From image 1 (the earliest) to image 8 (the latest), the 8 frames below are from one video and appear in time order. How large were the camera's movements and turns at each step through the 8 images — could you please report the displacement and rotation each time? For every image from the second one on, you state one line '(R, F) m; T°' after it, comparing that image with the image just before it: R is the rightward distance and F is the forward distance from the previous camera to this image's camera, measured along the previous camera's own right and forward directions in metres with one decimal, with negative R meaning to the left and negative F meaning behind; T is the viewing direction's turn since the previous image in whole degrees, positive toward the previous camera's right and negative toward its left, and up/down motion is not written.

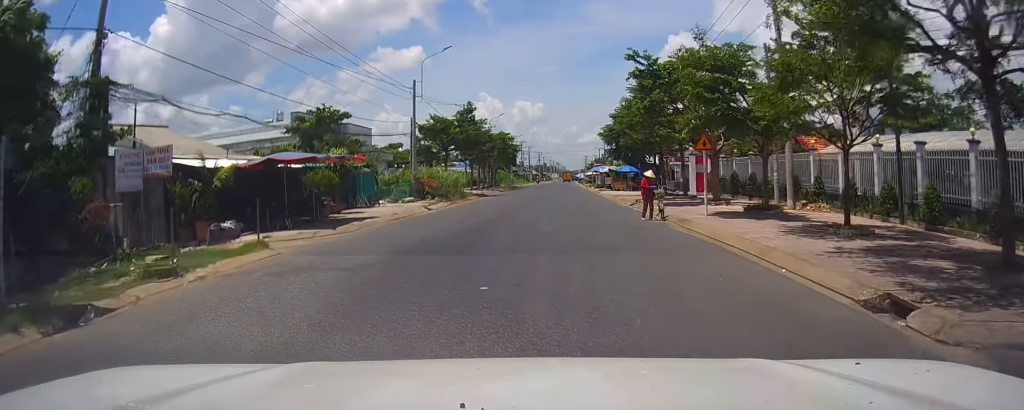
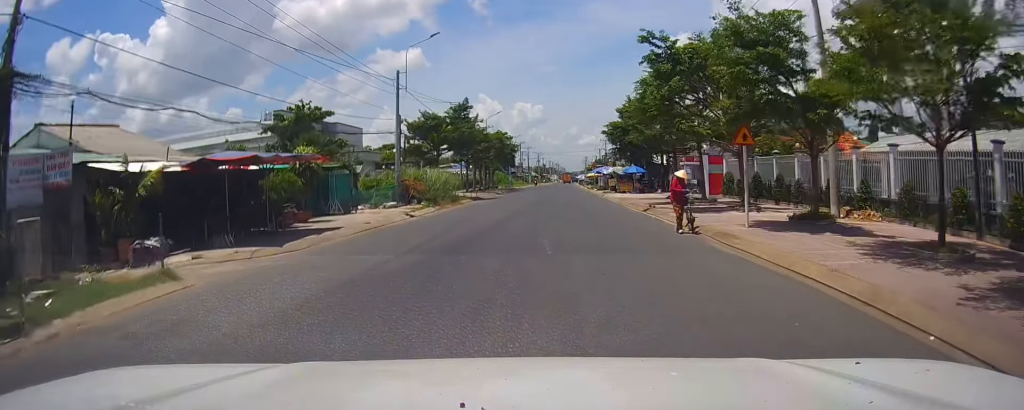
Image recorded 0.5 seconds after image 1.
(-0.1, +4.2) m; -1°
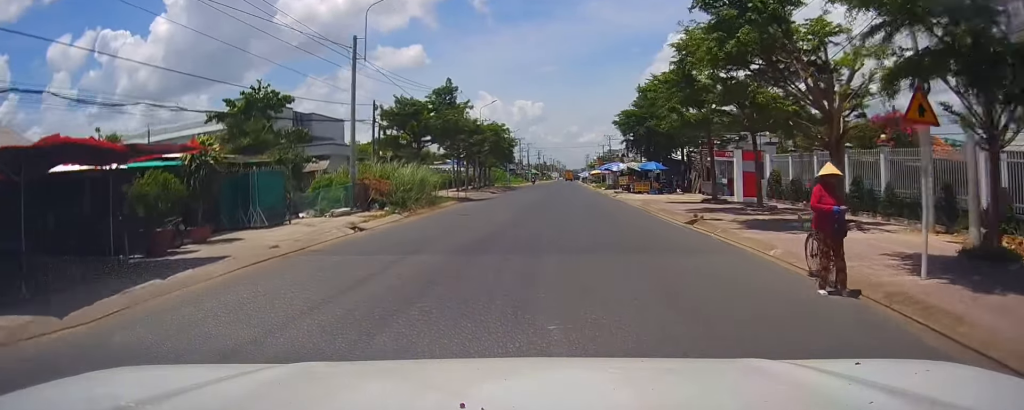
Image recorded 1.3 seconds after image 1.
(-0.3, +8.3) m; 0°
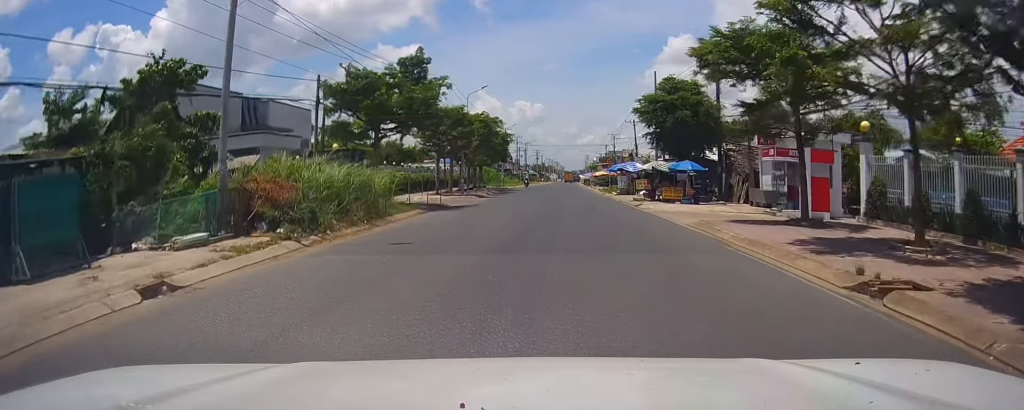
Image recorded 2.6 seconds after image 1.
(+0.2, +11.5) m; -1°
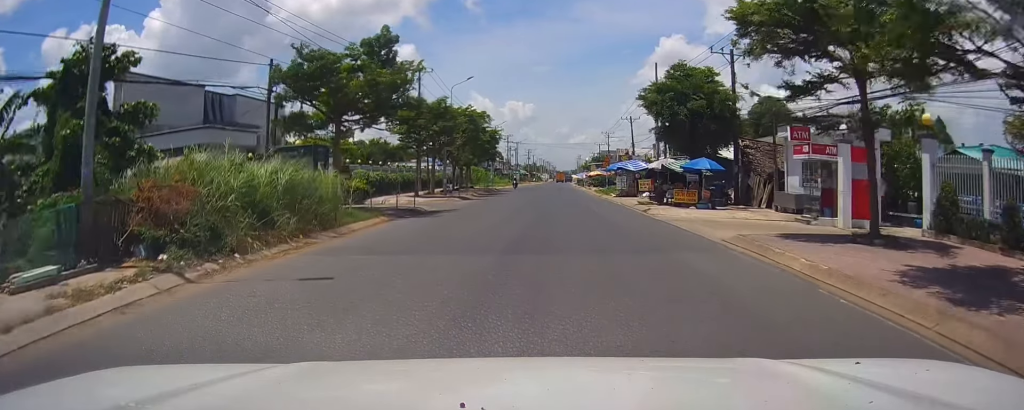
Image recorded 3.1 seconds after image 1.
(-0.4, +5.4) m; 0°
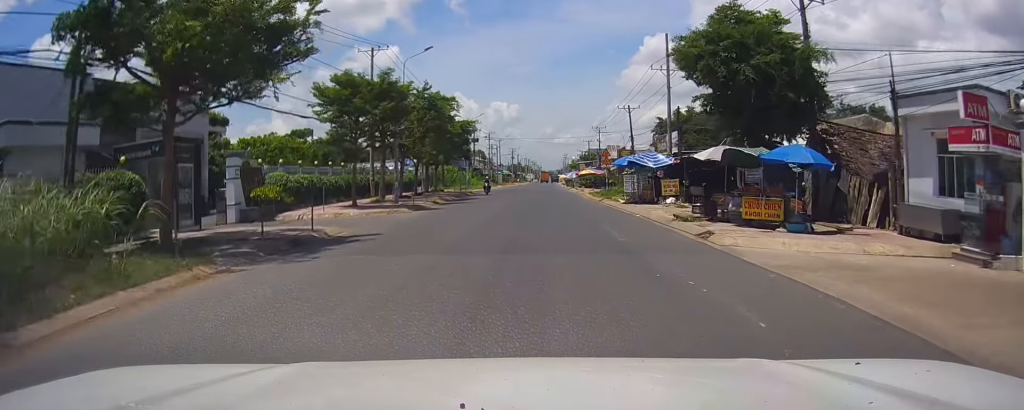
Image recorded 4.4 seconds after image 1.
(+0.8, +12.4) m; +3°
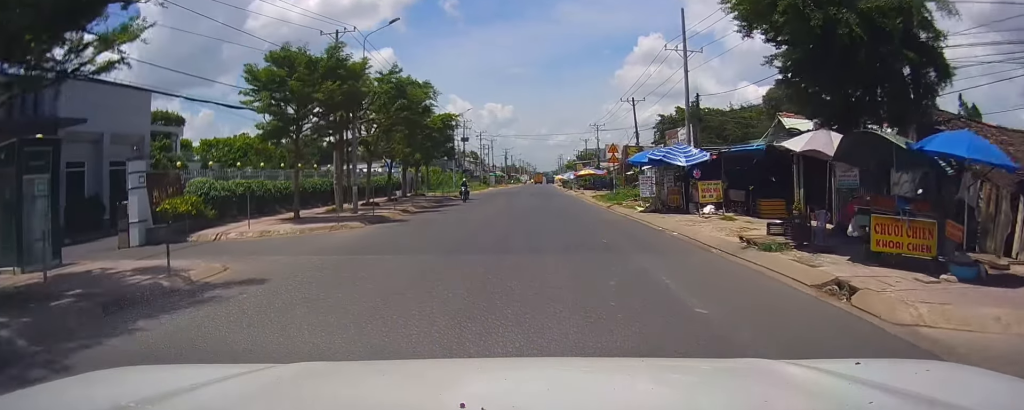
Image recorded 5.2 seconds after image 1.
(+0.1, +7.6) m; -2°
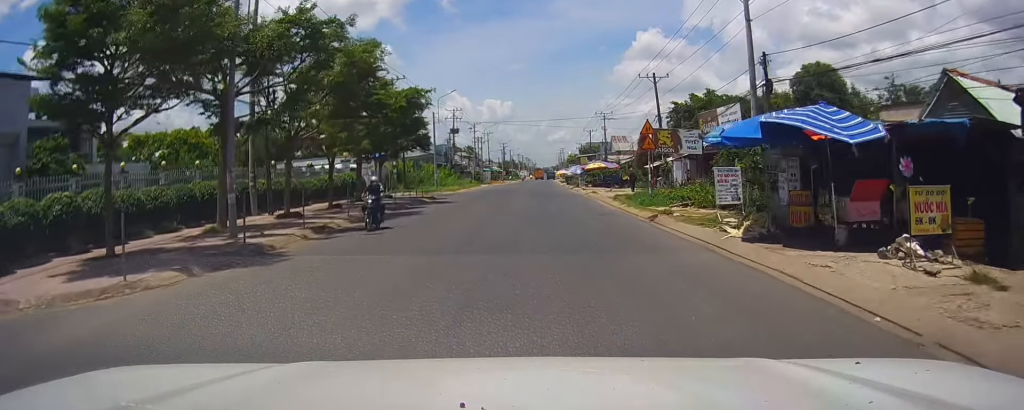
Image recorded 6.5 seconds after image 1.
(0.0, +12.5) m; +2°
